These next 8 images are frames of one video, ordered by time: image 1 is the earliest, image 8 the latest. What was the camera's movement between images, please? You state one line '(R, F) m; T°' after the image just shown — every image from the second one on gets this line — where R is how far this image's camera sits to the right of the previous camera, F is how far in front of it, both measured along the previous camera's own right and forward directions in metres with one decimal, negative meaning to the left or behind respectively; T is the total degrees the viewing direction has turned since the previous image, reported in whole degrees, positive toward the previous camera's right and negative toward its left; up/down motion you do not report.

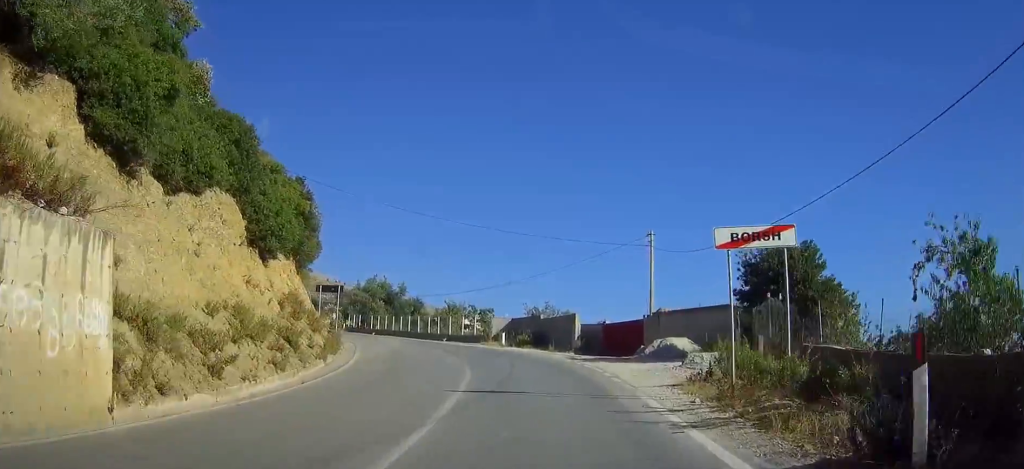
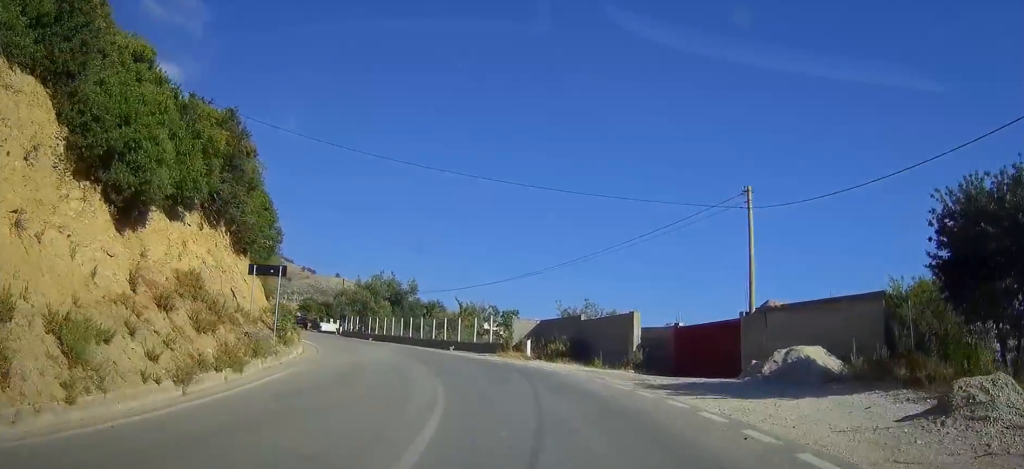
(-0.3, +12.6) m; -4°
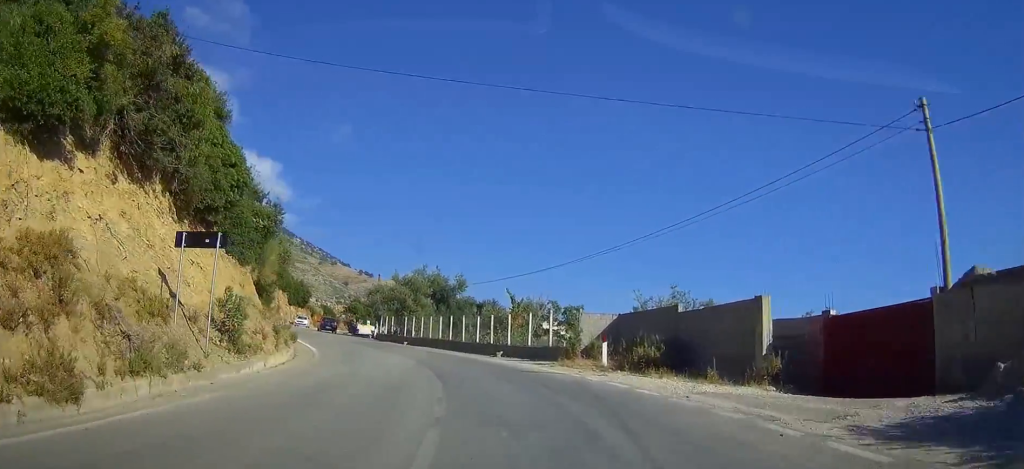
(-0.3, +9.3) m; -4°
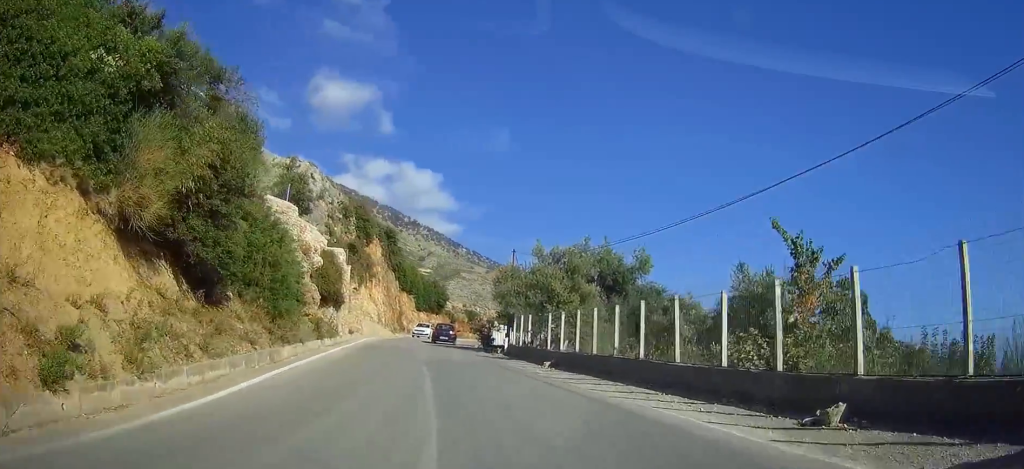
(-2.2, +21.8) m; -13°
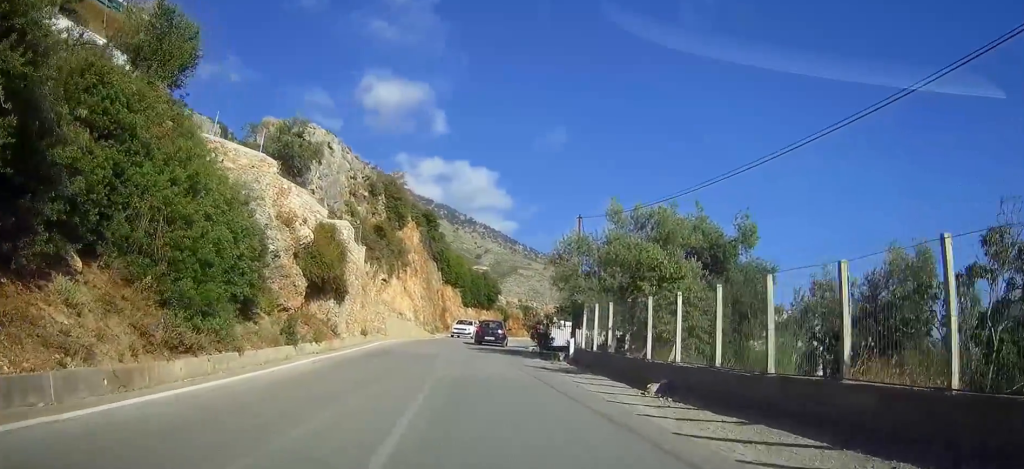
(-0.8, +10.3) m; -4°
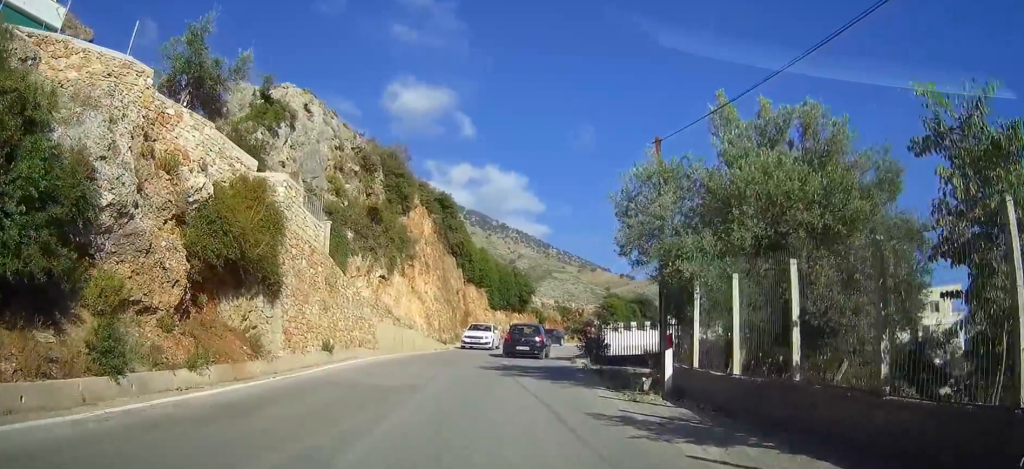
(-0.2, +11.5) m; -2°
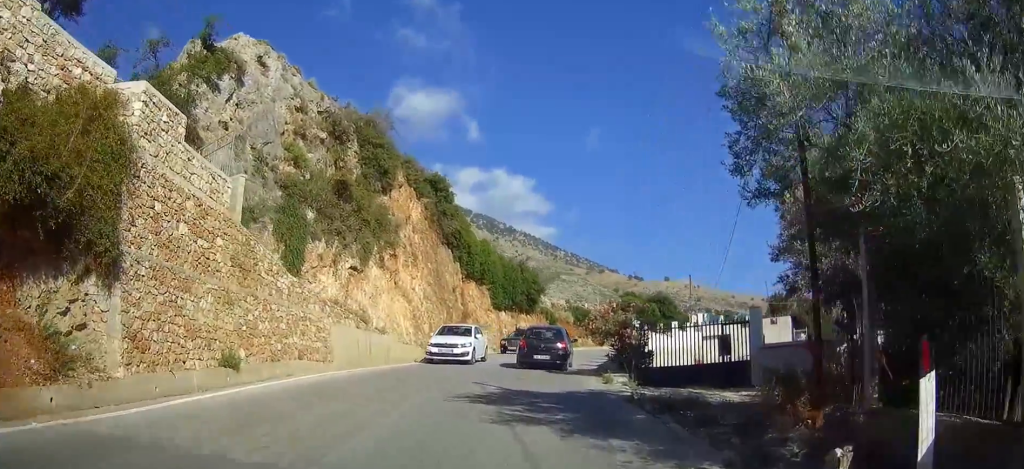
(-0.1, +7.9) m; 0°
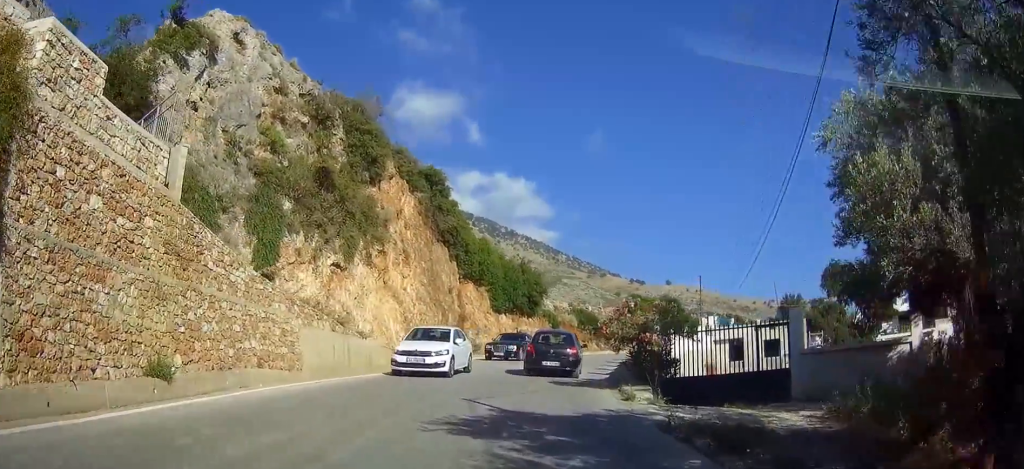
(0.0, +3.2) m; 0°
